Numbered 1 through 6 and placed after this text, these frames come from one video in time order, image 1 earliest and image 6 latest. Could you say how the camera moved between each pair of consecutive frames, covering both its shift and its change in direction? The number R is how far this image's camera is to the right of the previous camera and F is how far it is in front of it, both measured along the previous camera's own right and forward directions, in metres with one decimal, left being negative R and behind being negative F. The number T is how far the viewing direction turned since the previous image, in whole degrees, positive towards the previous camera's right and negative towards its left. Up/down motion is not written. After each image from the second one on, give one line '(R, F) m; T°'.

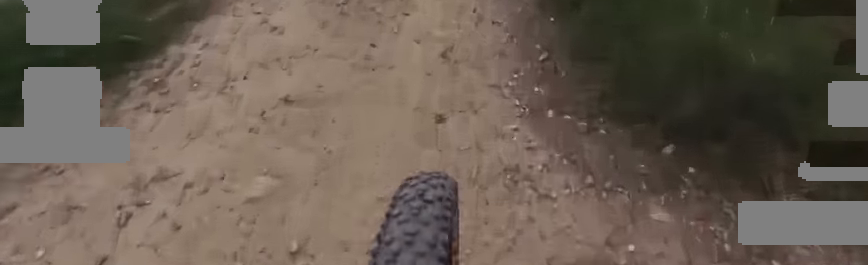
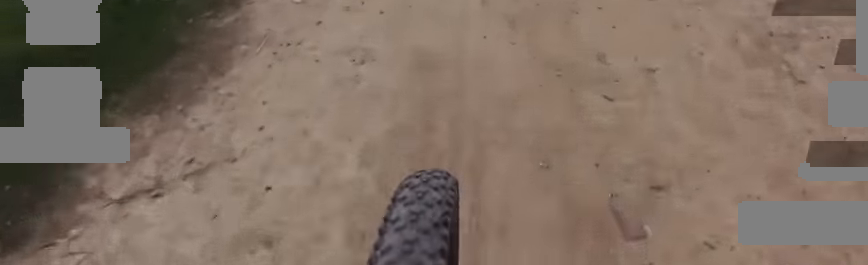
(-0.3, +31.6) m; -5°
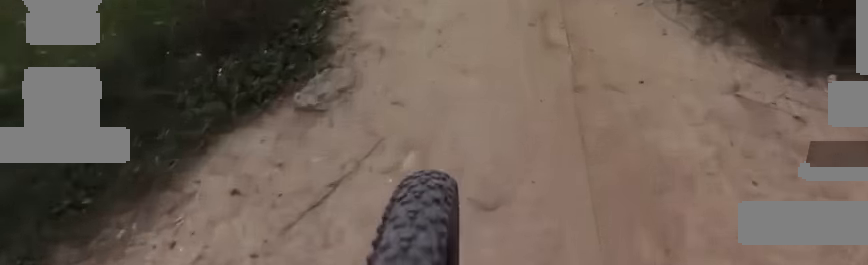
(0.0, +4.5) m; 0°
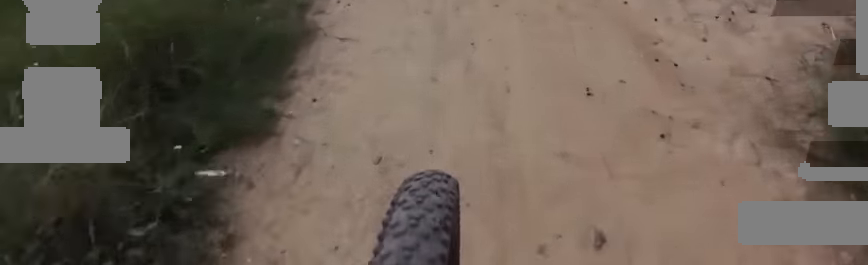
(0.0, +2.6) m; 0°
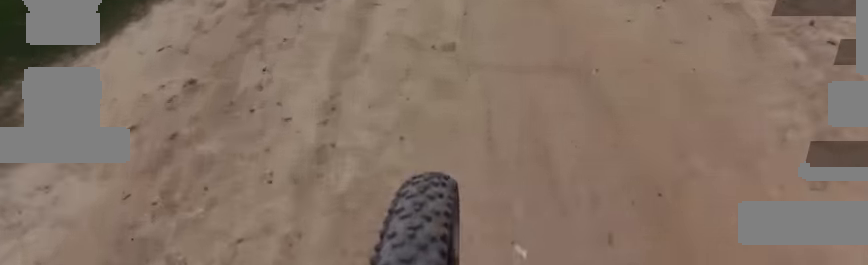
(0.0, +6.4) m; 0°
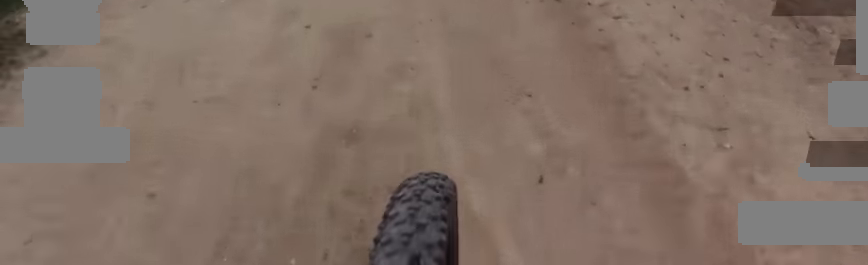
(0.0, +4.4) m; 0°
